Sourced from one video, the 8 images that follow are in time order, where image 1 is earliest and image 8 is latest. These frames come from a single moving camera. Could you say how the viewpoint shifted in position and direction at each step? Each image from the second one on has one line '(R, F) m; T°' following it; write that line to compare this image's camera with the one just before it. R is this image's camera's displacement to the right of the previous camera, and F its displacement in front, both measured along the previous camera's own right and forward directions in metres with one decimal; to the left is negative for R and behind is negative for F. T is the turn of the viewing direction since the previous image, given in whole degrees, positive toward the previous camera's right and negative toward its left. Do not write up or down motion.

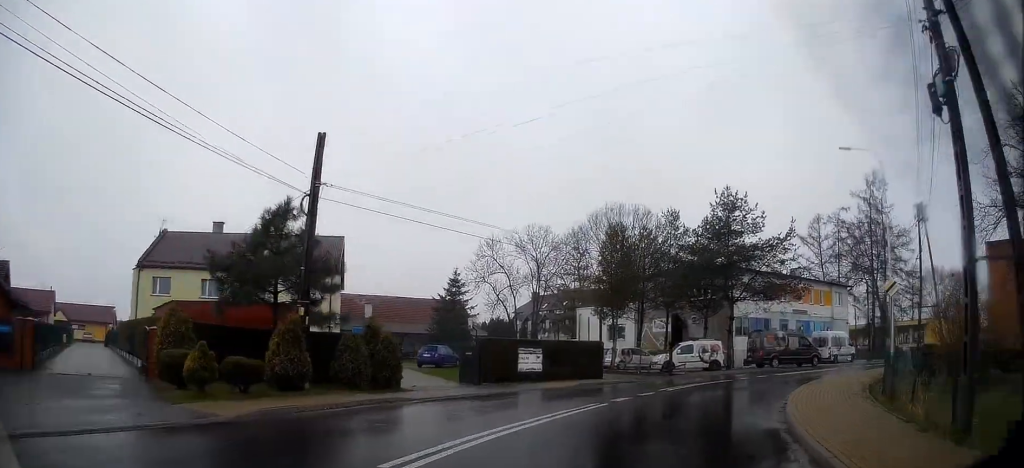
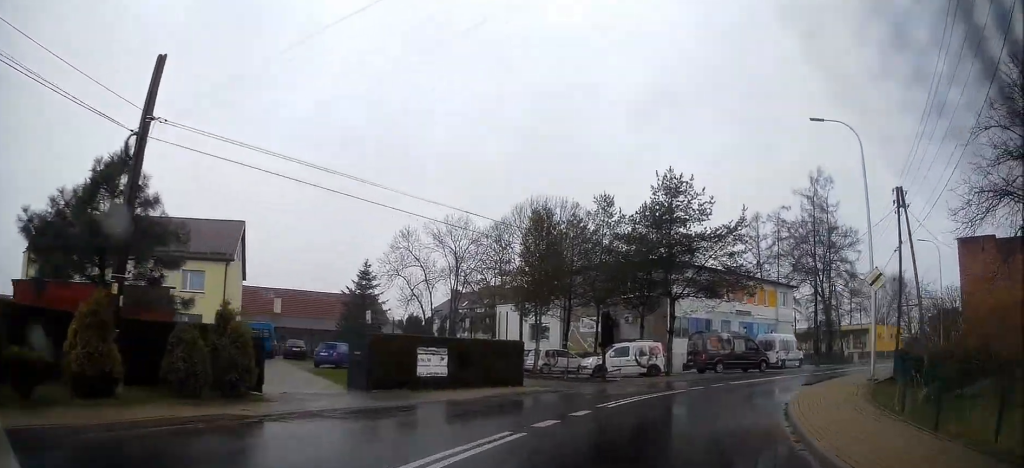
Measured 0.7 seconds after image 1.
(+0.2, +4.8) m; +5°
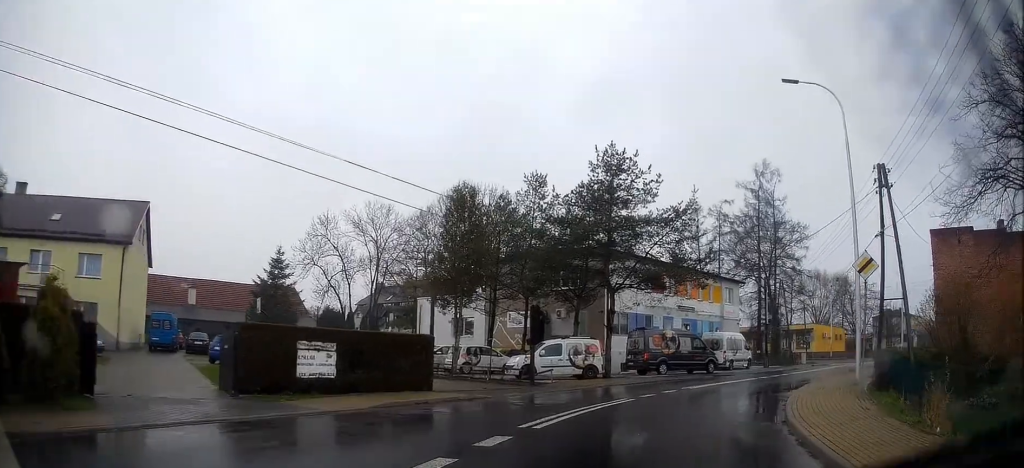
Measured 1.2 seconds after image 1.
(0.0, +4.0) m; +5°
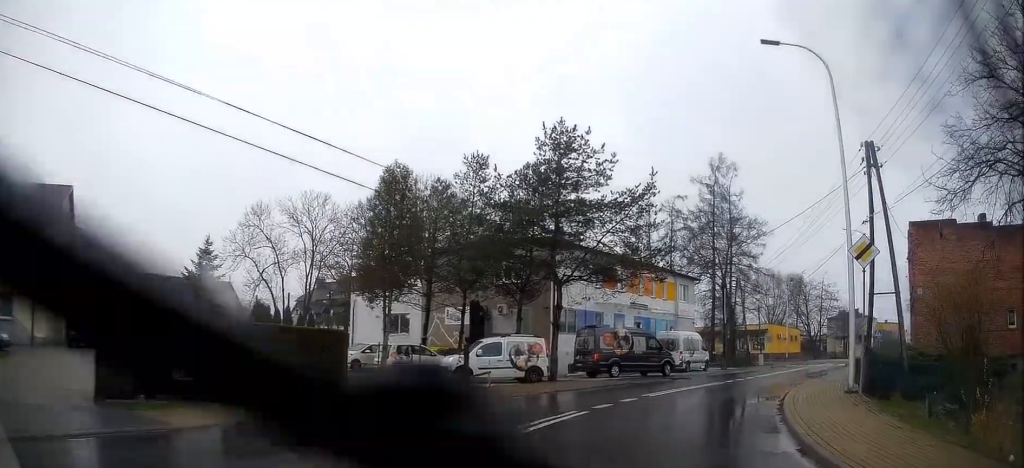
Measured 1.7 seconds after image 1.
(+0.2, +3.0) m; +5°
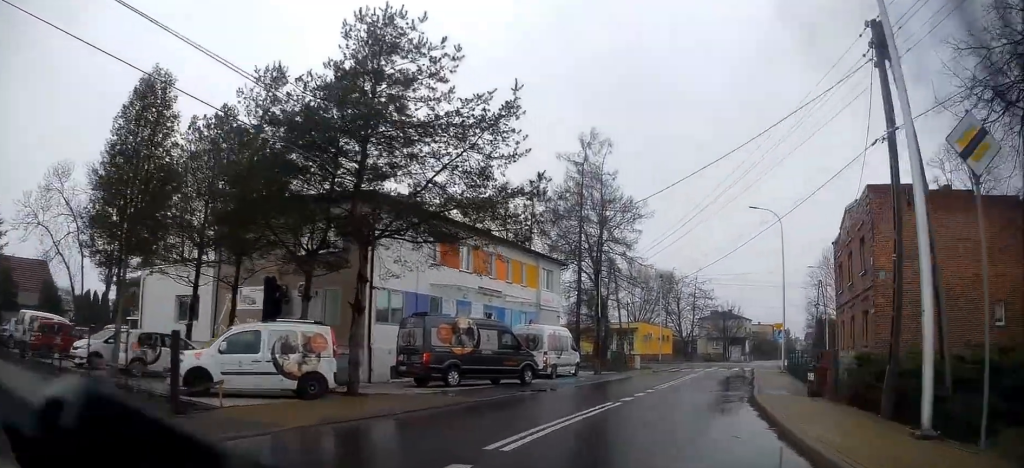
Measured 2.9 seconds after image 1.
(+1.2, +8.1) m; +14°
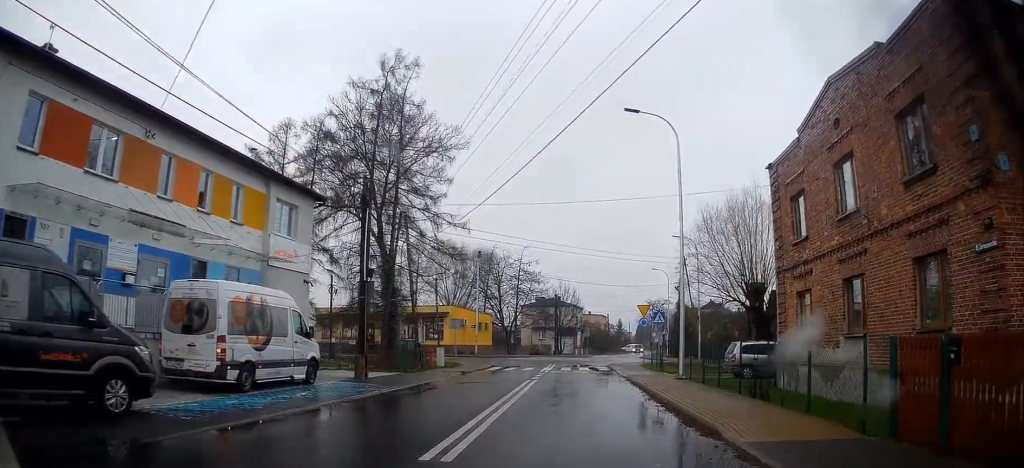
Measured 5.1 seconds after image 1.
(+1.5, +11.5) m; +14°
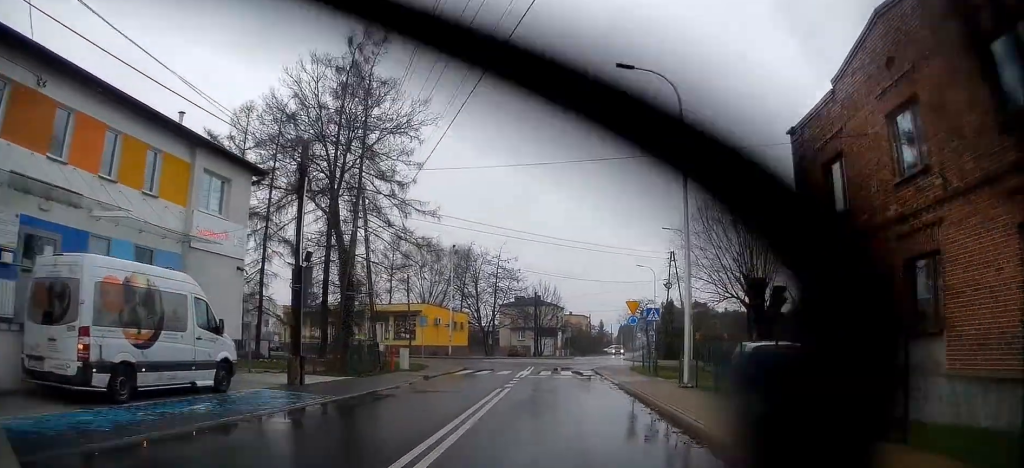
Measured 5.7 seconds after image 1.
(+0.1, +3.2) m; +2°
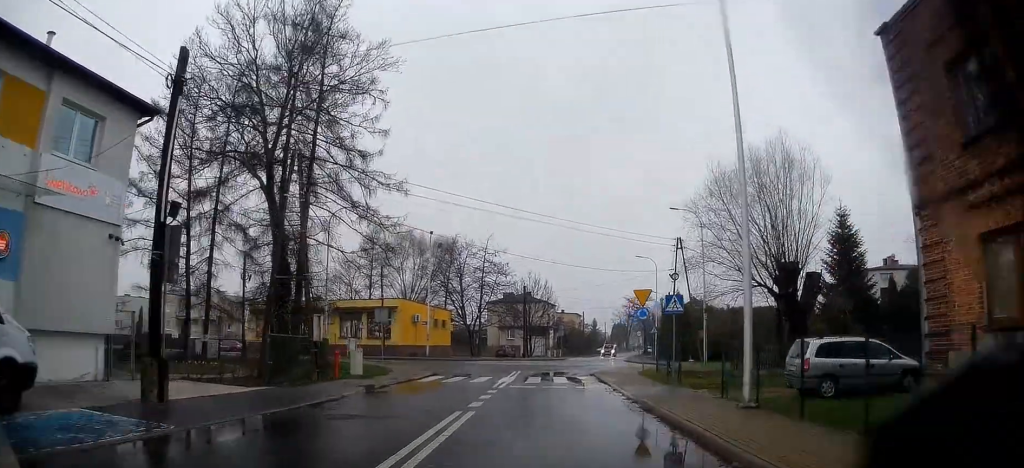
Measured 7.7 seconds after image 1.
(+0.6, +11.7) m; +5°
